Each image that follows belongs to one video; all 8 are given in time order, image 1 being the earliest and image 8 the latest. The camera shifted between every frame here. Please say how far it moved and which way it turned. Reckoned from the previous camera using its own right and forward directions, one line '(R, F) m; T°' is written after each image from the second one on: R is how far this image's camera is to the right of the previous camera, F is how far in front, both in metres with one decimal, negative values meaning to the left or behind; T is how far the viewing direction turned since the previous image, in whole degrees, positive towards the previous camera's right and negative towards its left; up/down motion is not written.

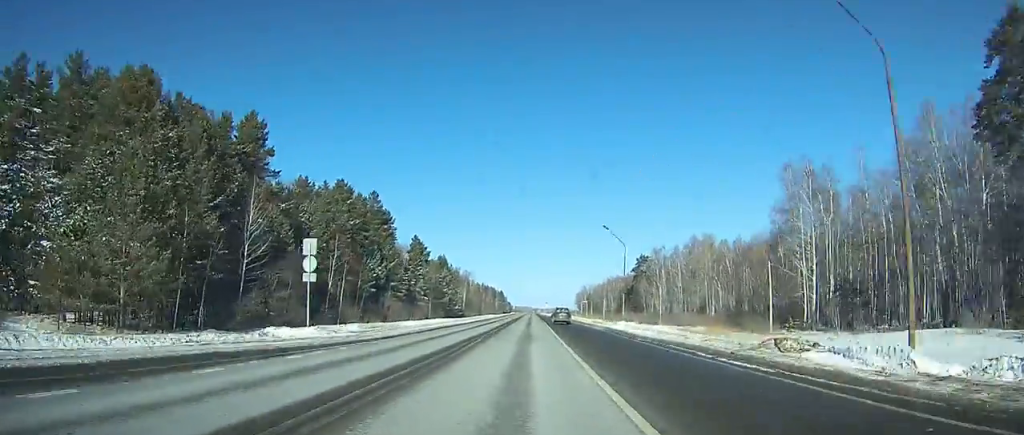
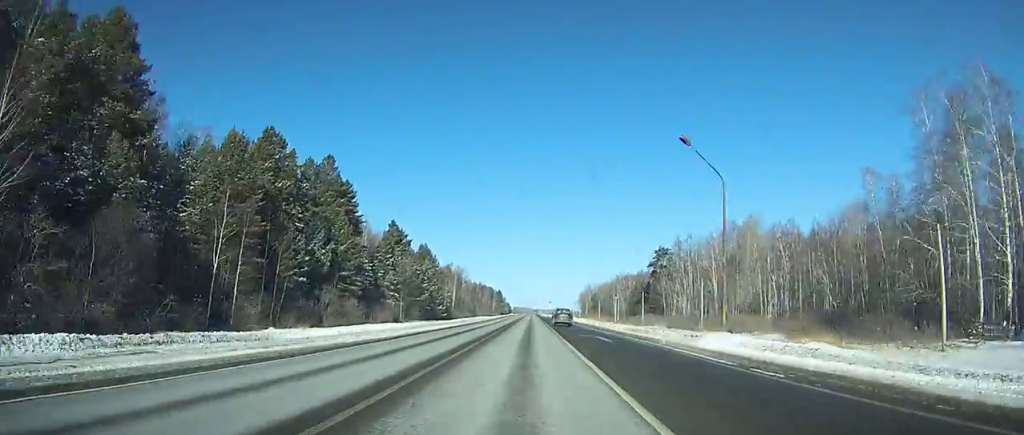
(-0.1, +29.6) m; 0°
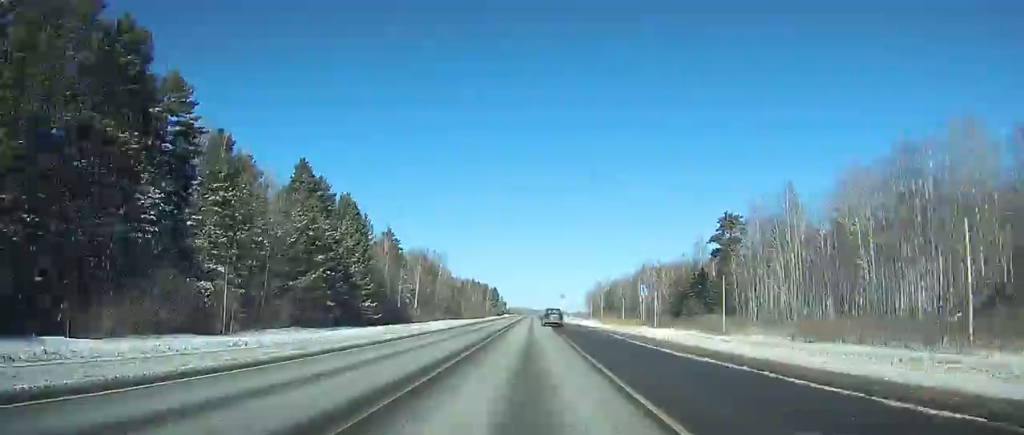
(0.0, +59.8) m; 0°
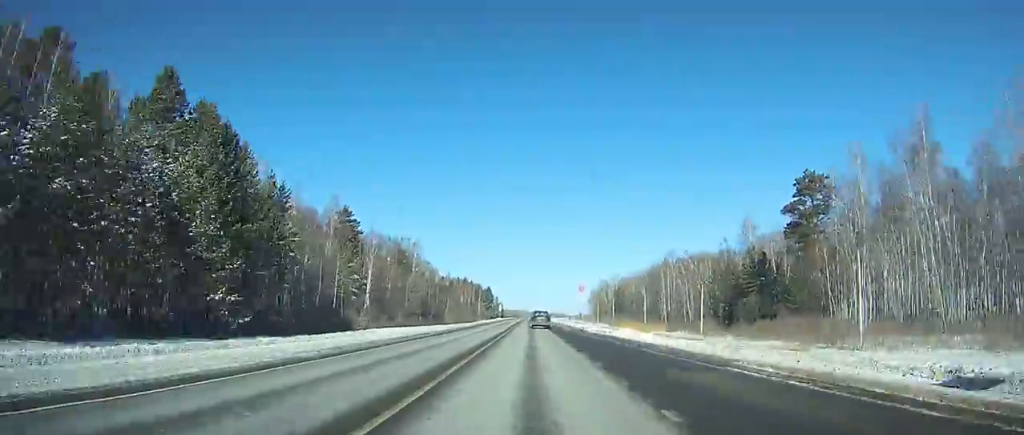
(-0.1, +35.1) m; 0°
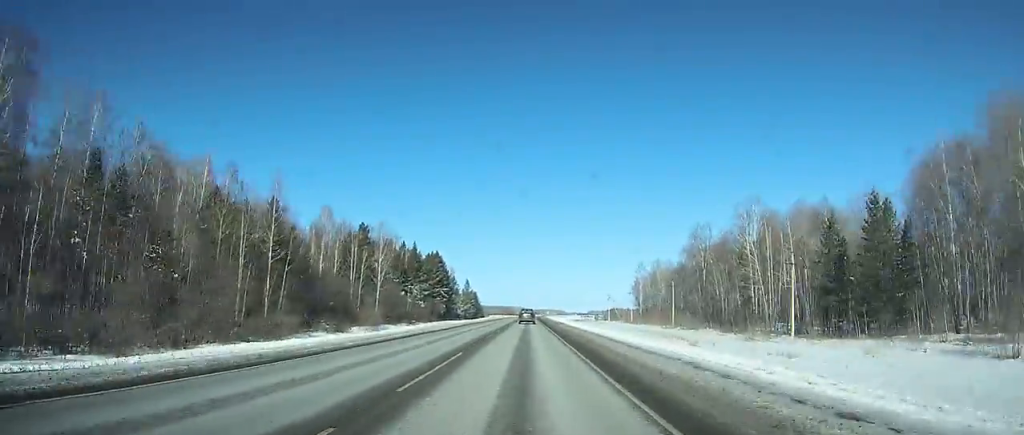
(+0.8, +175.3) m; +1°
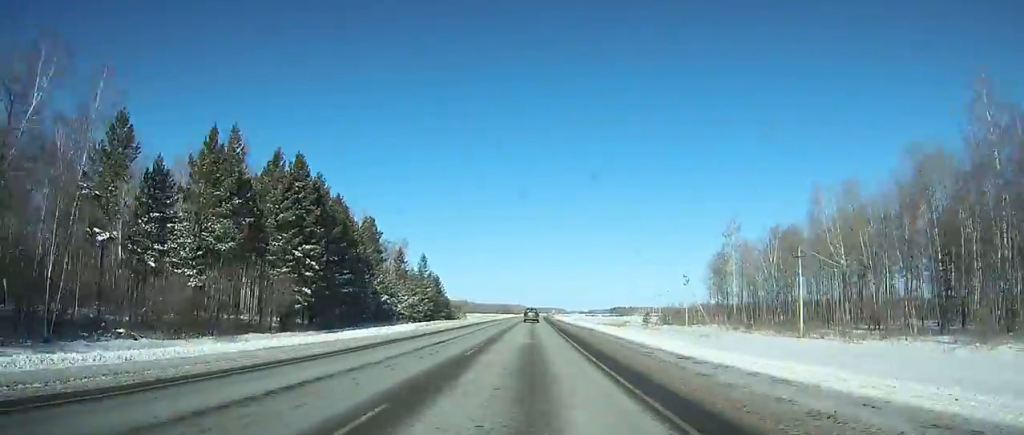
(+0.3, +93.1) m; 0°
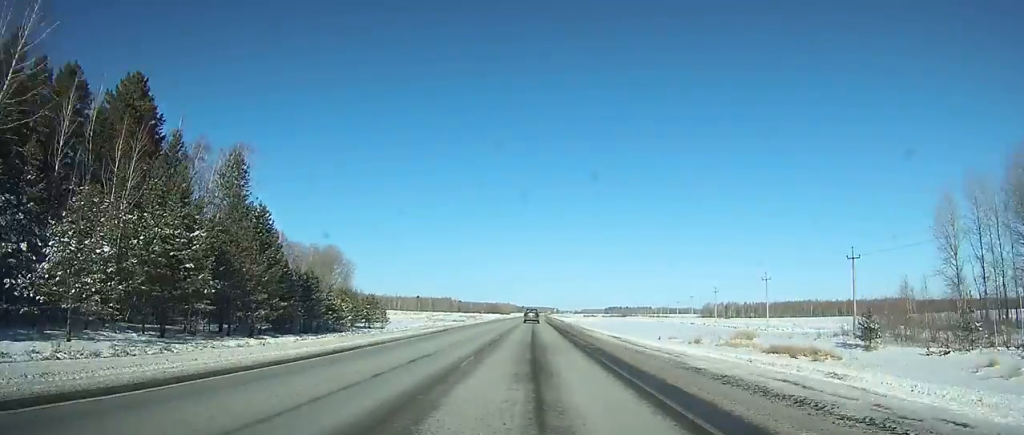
(-0.1, +86.9) m; 0°
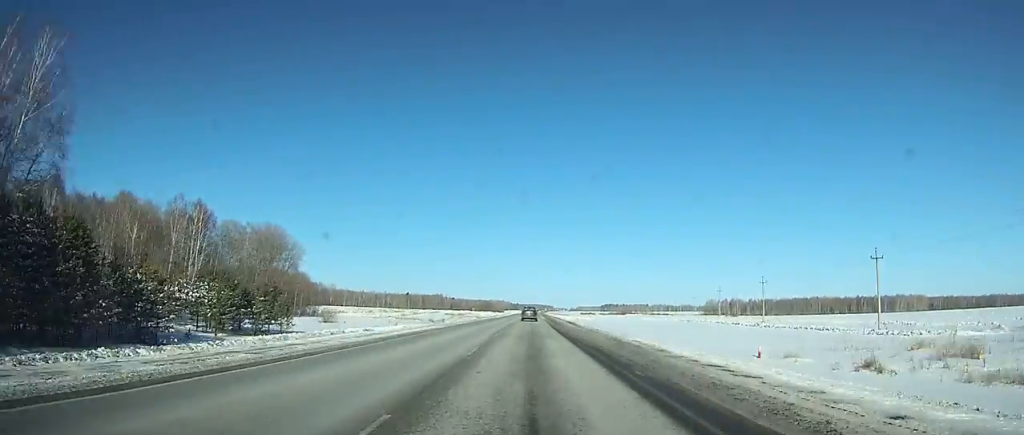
(-0.2, +32.3) m; 0°
